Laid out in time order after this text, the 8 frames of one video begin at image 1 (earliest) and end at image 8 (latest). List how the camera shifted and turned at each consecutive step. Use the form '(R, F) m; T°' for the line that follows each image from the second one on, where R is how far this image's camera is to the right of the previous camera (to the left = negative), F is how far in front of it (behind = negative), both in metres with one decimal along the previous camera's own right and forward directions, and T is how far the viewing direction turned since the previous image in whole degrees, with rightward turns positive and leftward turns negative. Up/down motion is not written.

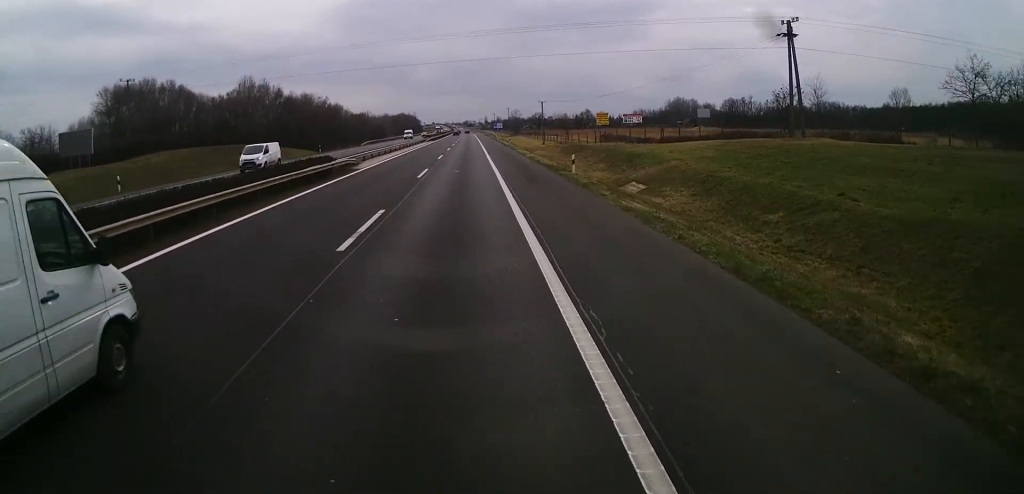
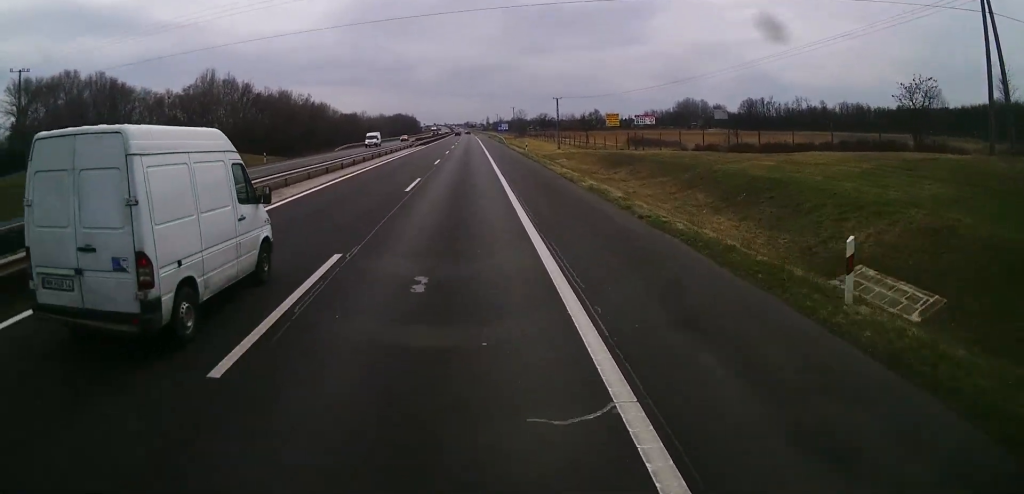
(+0.2, +30.3) m; 0°
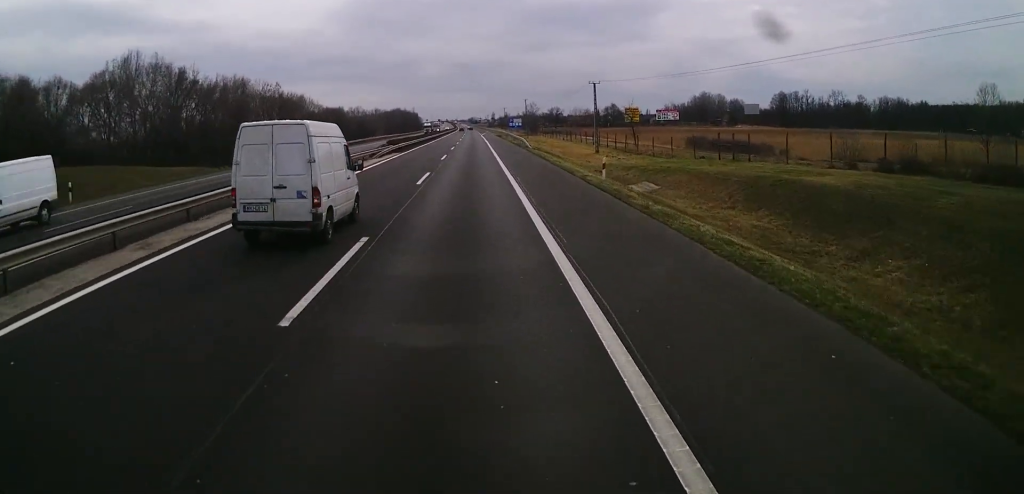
(-0.3, +39.6) m; -1°
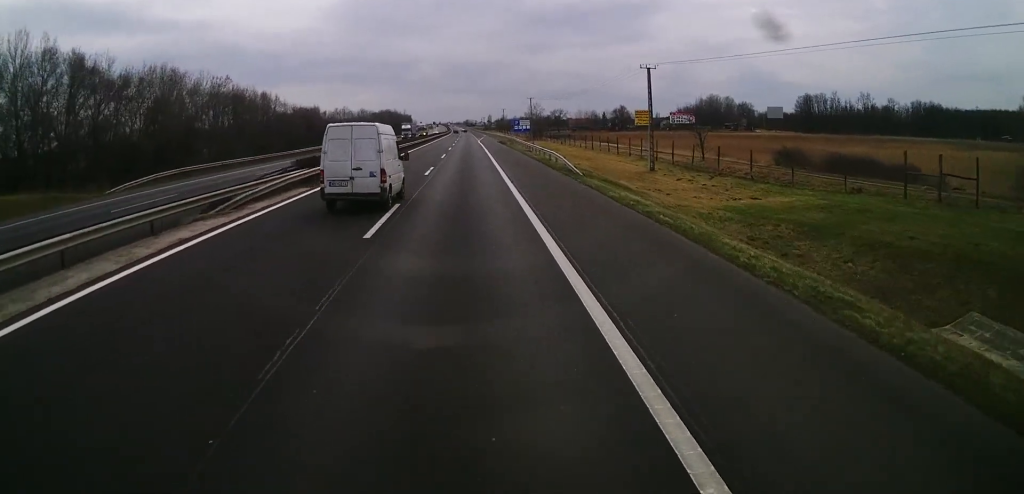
(-0.4, +33.1) m; -1°
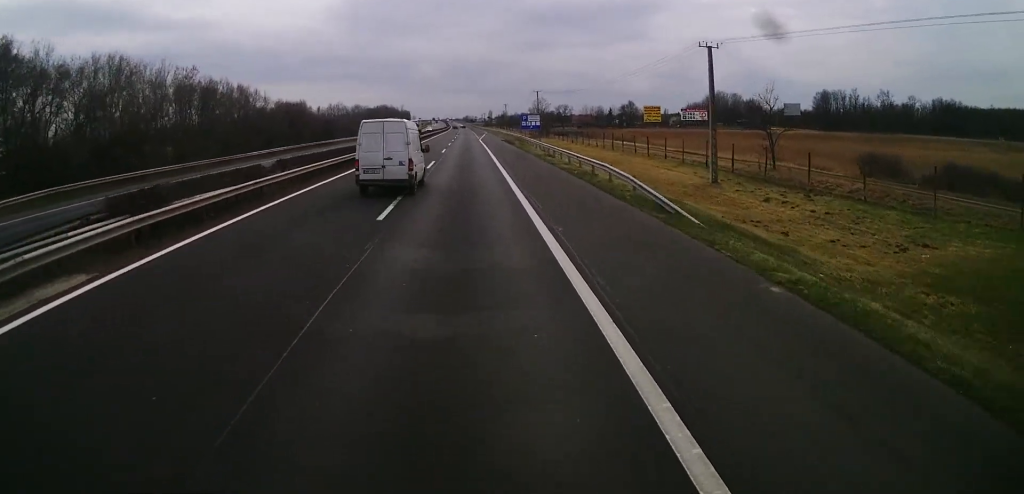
(+0.2, +17.3) m; 0°
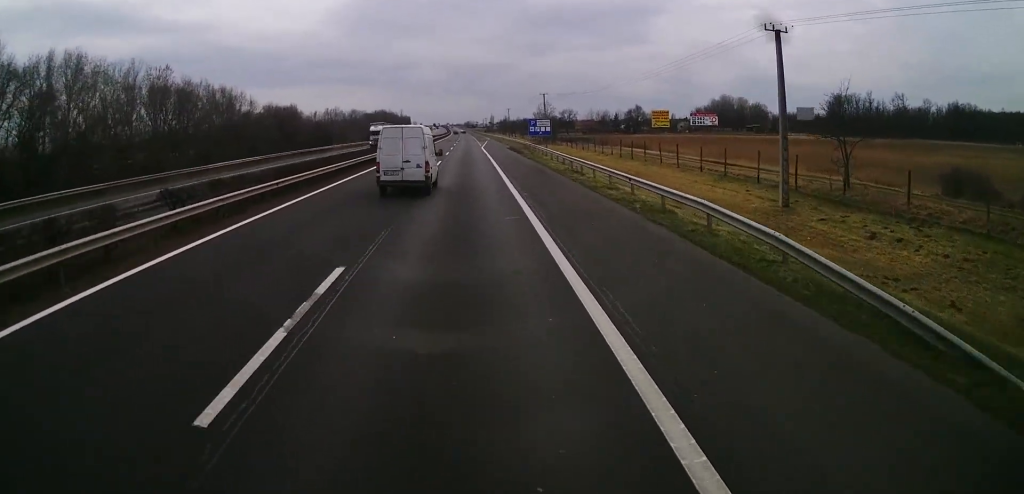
(+0.1, +11.5) m; 0°
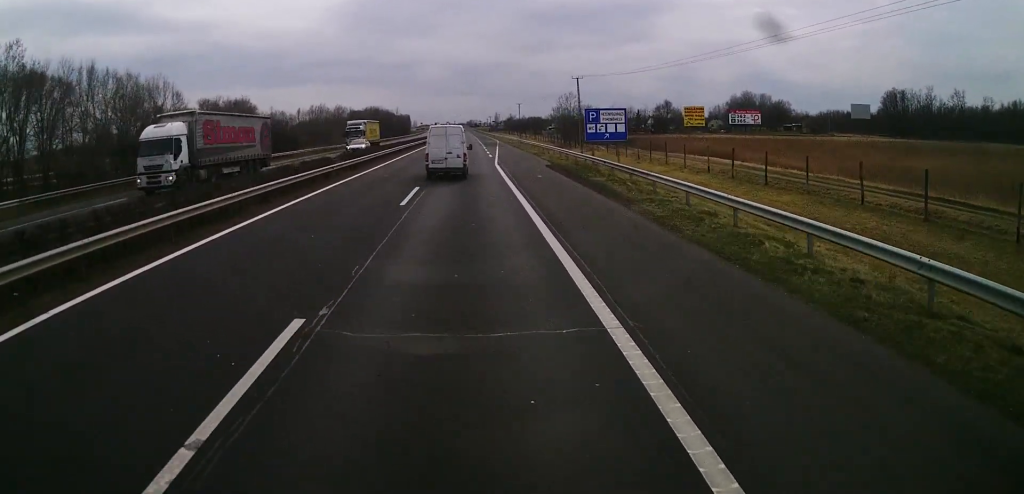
(-0.5, +40.8) m; -1°
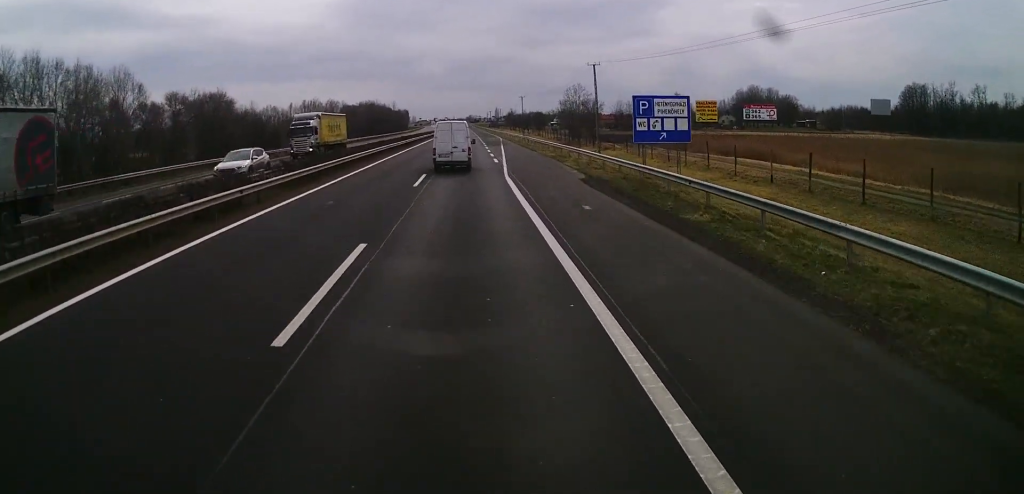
(+0.1, +13.3) m; 0°
